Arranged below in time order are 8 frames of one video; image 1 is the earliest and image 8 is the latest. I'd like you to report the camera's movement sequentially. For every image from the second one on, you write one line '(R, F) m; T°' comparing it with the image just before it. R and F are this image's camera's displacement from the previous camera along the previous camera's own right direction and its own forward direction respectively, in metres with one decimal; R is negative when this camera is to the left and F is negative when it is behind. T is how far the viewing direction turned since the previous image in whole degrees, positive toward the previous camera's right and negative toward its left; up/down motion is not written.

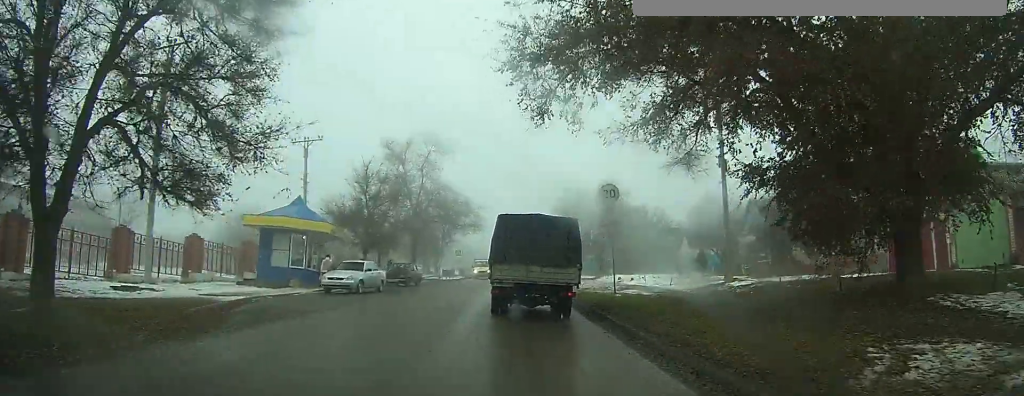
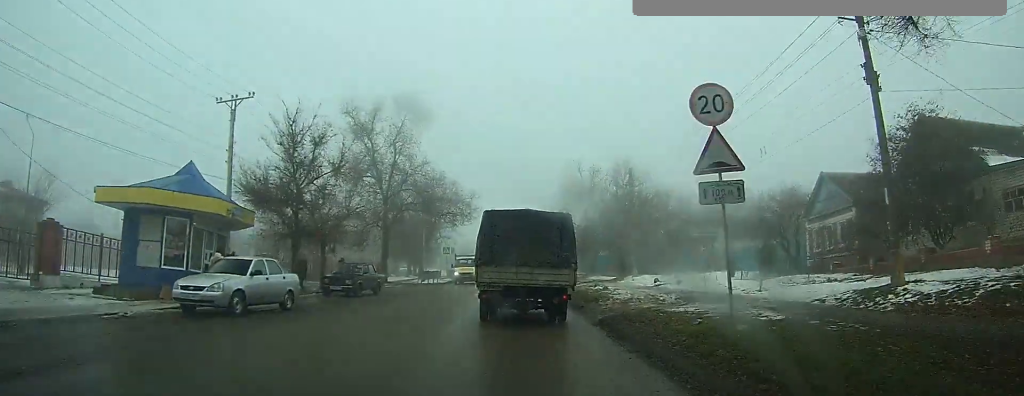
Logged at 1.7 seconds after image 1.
(0.0, +10.6) m; +1°
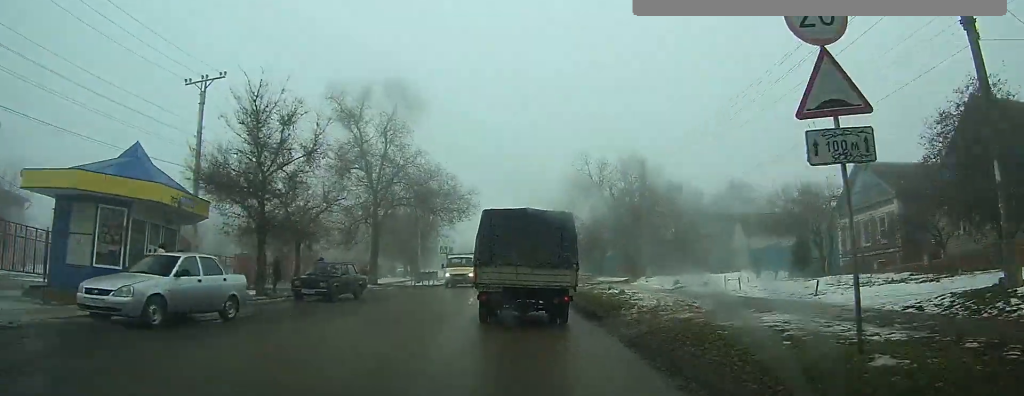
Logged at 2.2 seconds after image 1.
(0.0, +2.6) m; 0°
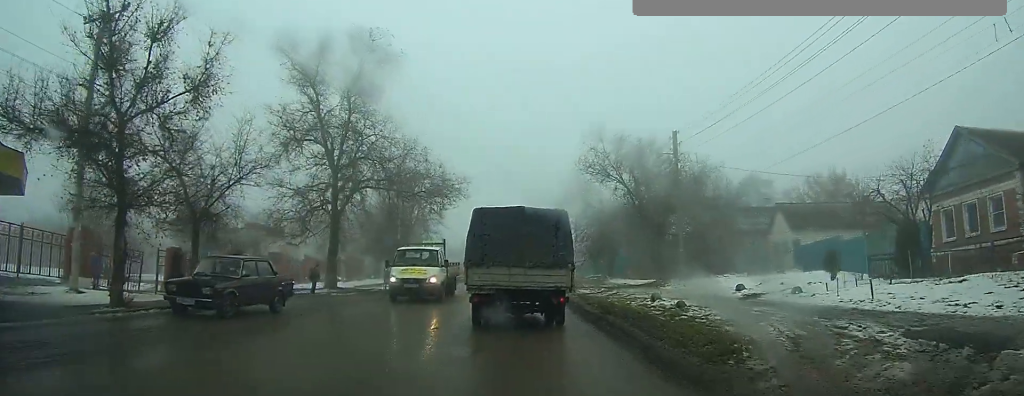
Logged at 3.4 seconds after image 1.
(0.0, +5.7) m; 0°
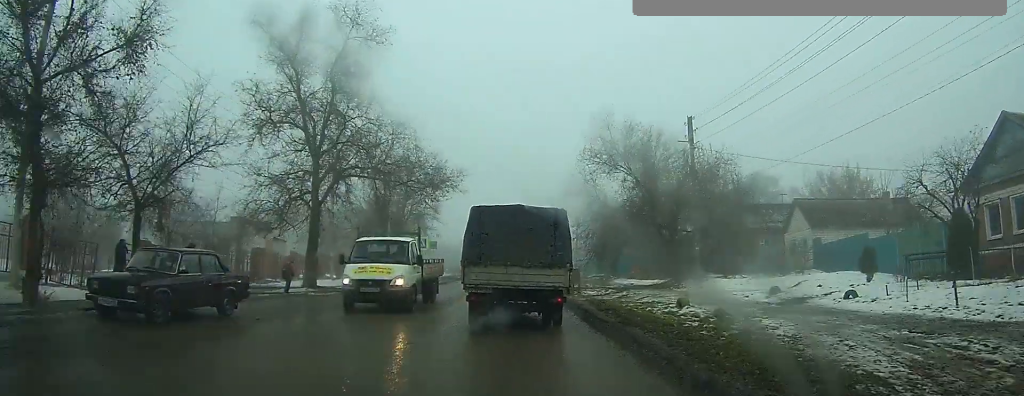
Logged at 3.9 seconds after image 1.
(0.0, +2.0) m; 0°
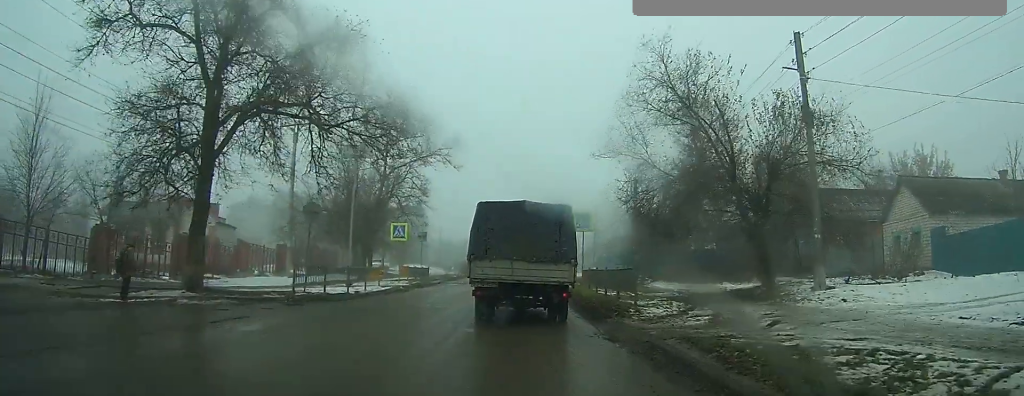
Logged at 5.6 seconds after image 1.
(-0.1, +8.9) m; -1°
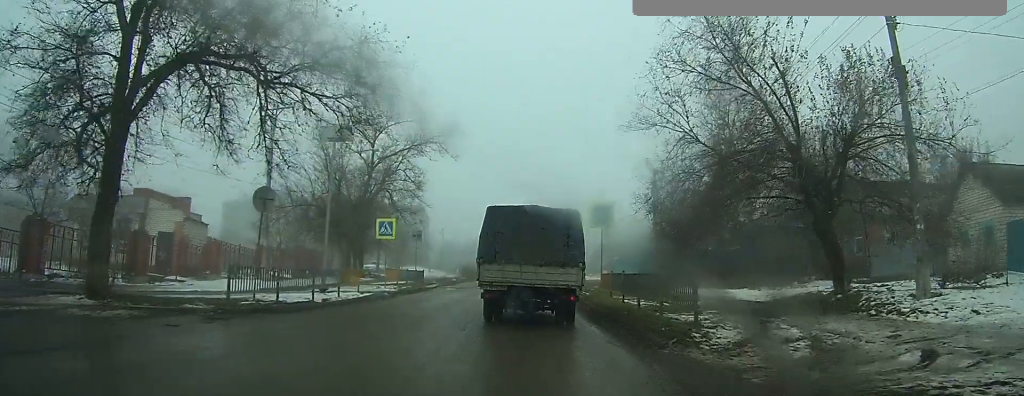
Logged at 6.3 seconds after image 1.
(-0.1, +4.3) m; -1°
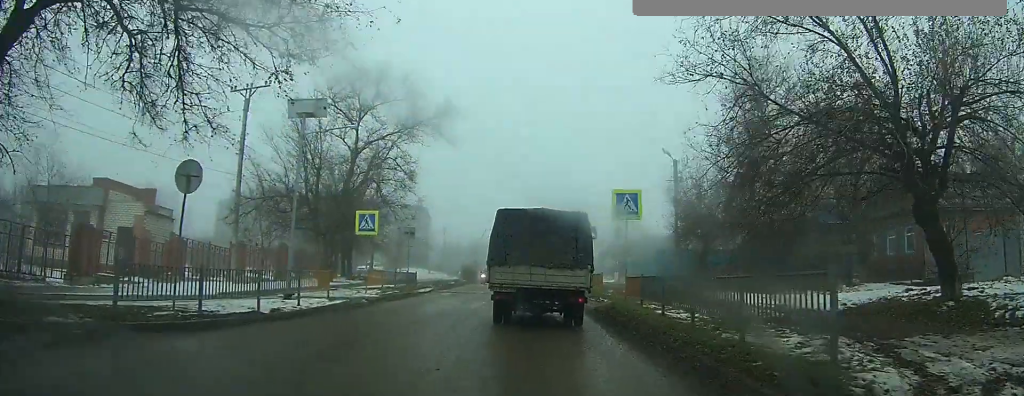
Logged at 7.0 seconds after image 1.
(0.0, +4.3) m; 0°
